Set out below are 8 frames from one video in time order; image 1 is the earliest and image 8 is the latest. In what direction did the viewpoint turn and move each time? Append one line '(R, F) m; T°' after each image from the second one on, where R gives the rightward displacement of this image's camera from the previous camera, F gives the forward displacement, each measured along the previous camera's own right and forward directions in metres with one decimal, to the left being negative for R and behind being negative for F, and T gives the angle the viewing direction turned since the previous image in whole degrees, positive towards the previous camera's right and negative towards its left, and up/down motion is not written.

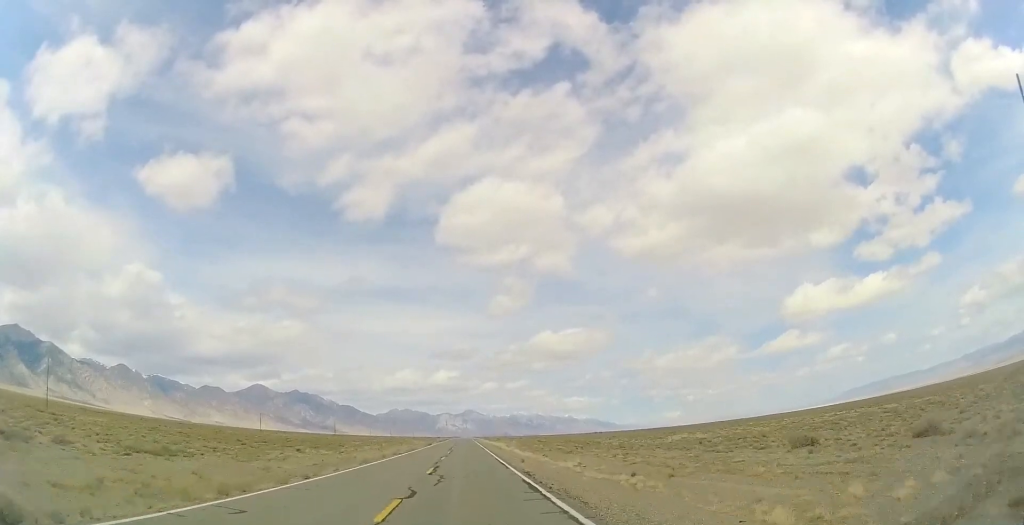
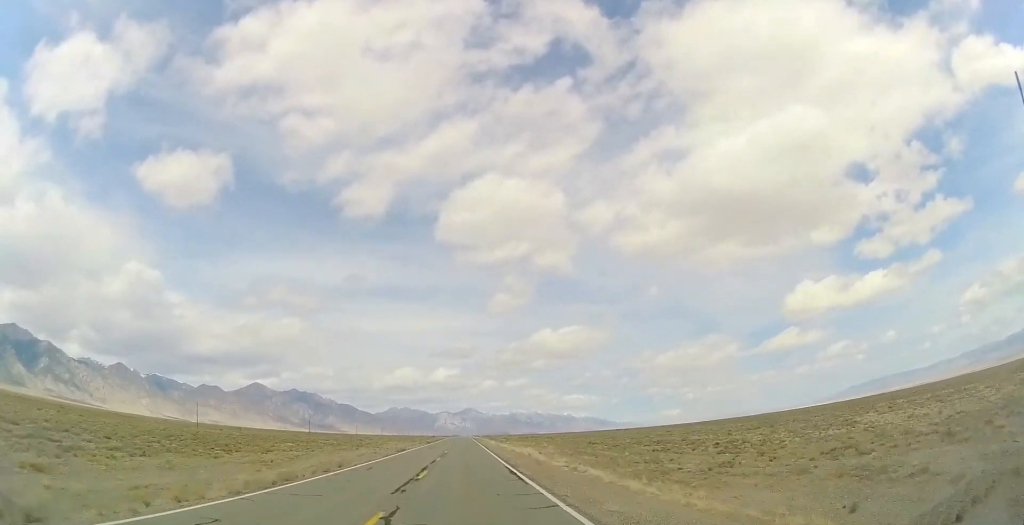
(+0.3, +39.4) m; 0°
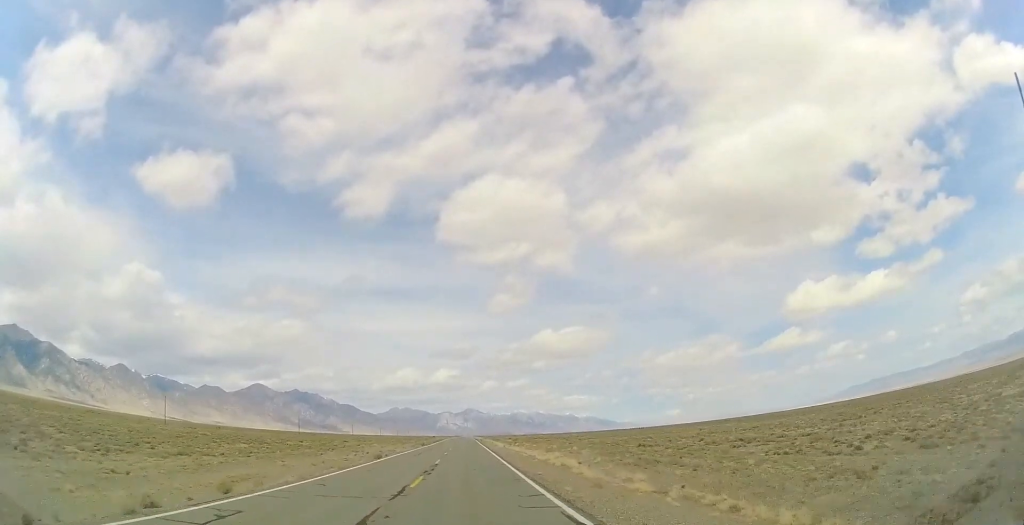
(+0.3, +15.2) m; 0°
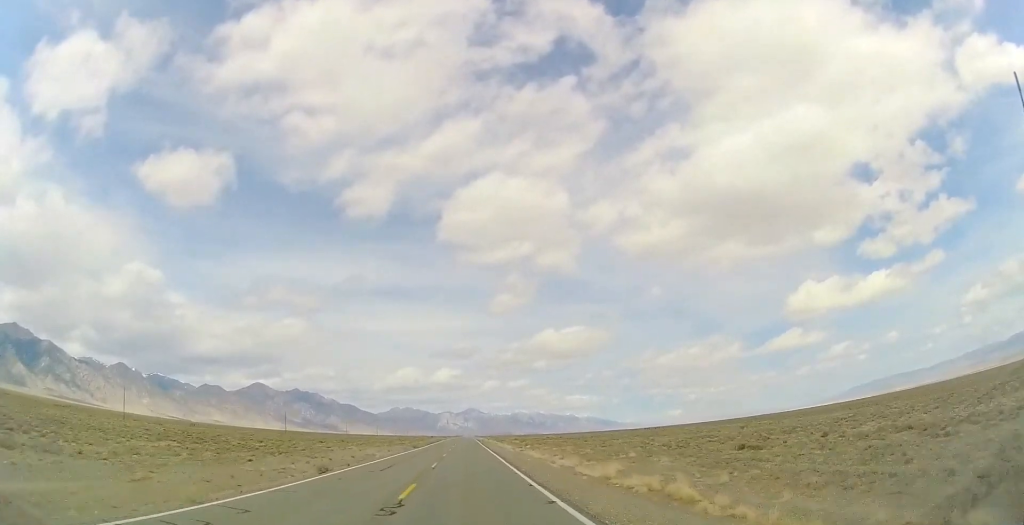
(-0.3, +15.3) m; 0°
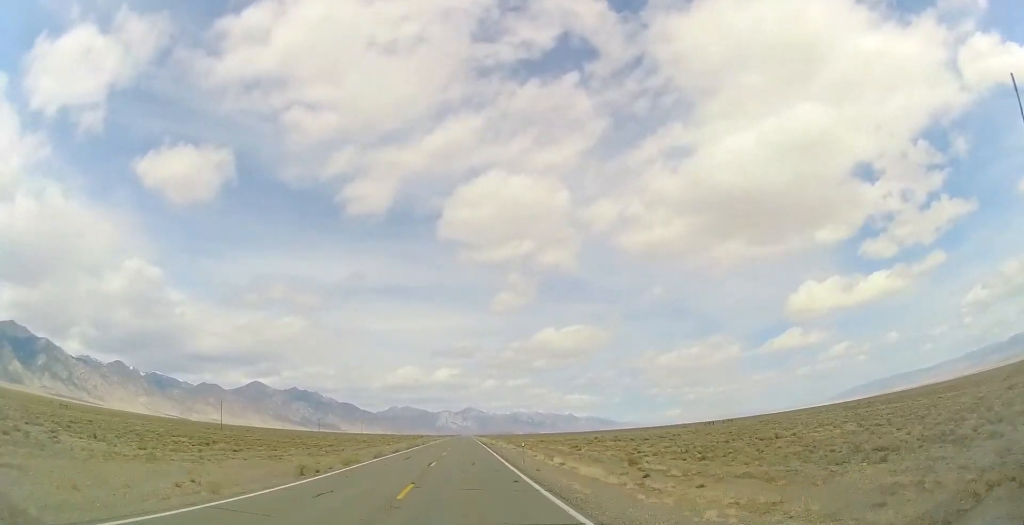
(+0.4, +49.0) m; +1°
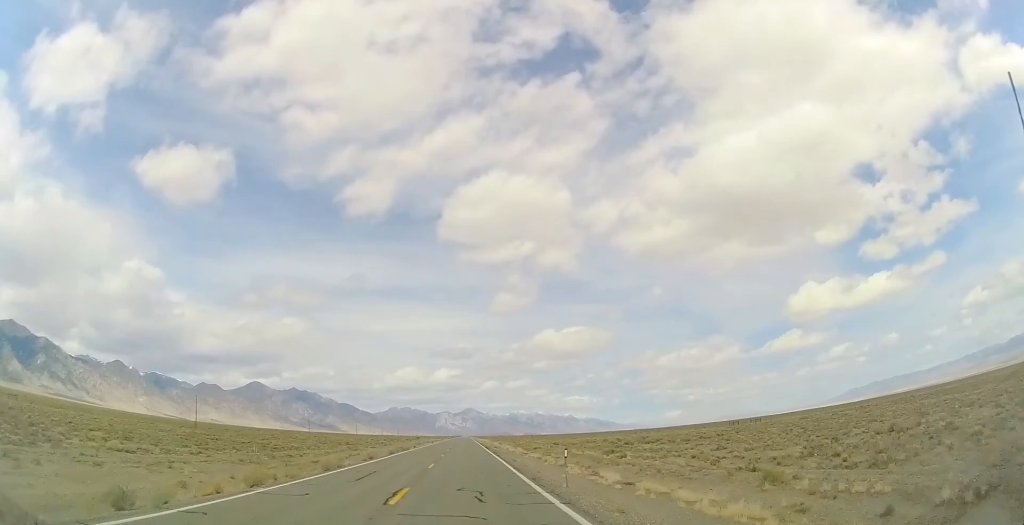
(-0.2, +13.3) m; 0°
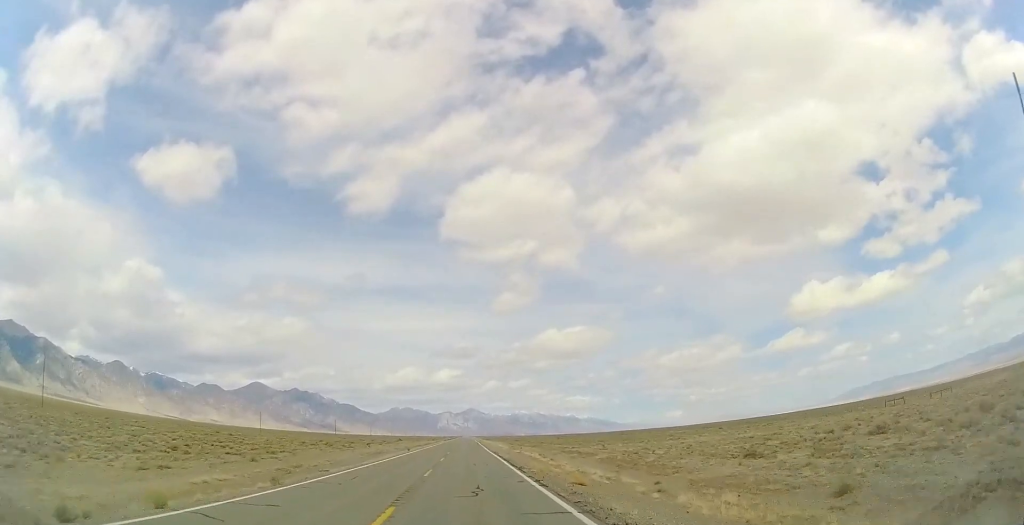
(-0.4, +52.5) m; -1°
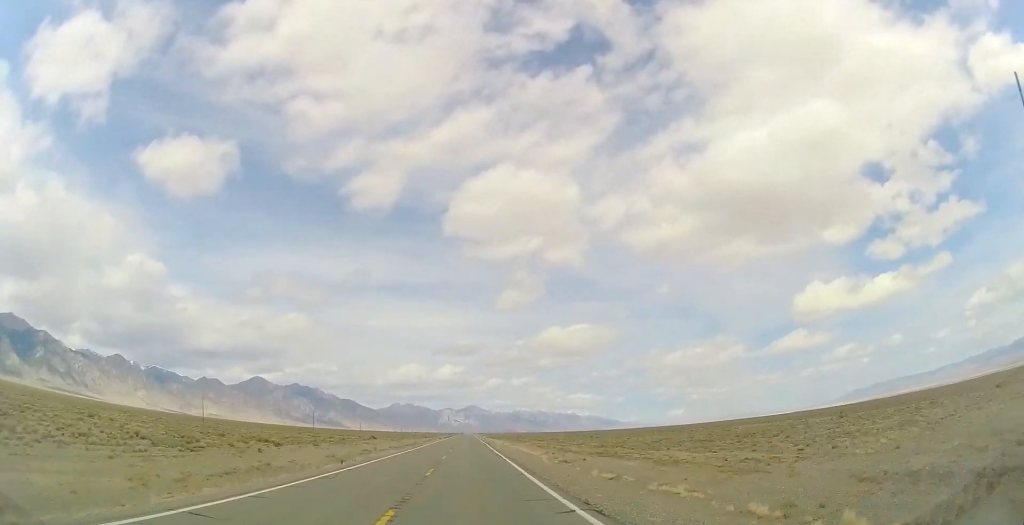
(-0.2, +37.3) m; 0°
